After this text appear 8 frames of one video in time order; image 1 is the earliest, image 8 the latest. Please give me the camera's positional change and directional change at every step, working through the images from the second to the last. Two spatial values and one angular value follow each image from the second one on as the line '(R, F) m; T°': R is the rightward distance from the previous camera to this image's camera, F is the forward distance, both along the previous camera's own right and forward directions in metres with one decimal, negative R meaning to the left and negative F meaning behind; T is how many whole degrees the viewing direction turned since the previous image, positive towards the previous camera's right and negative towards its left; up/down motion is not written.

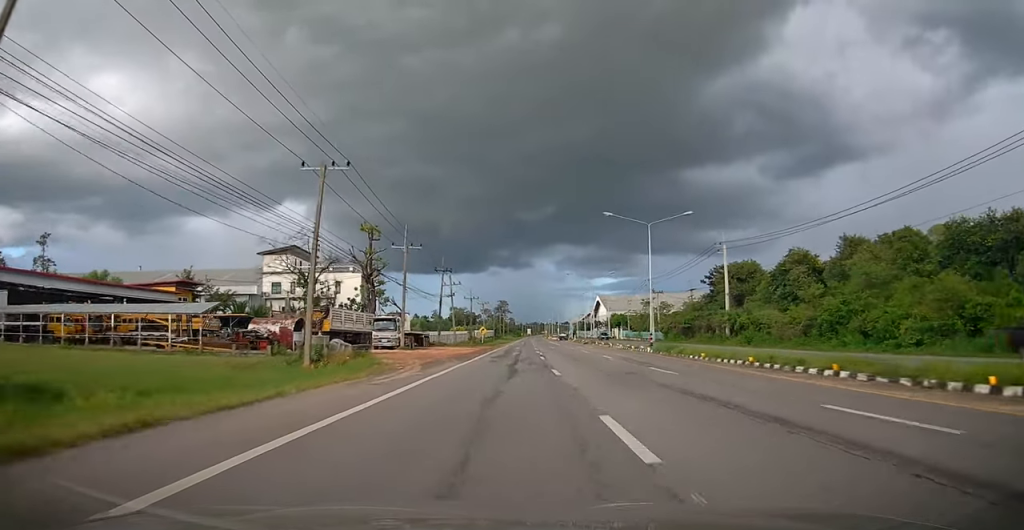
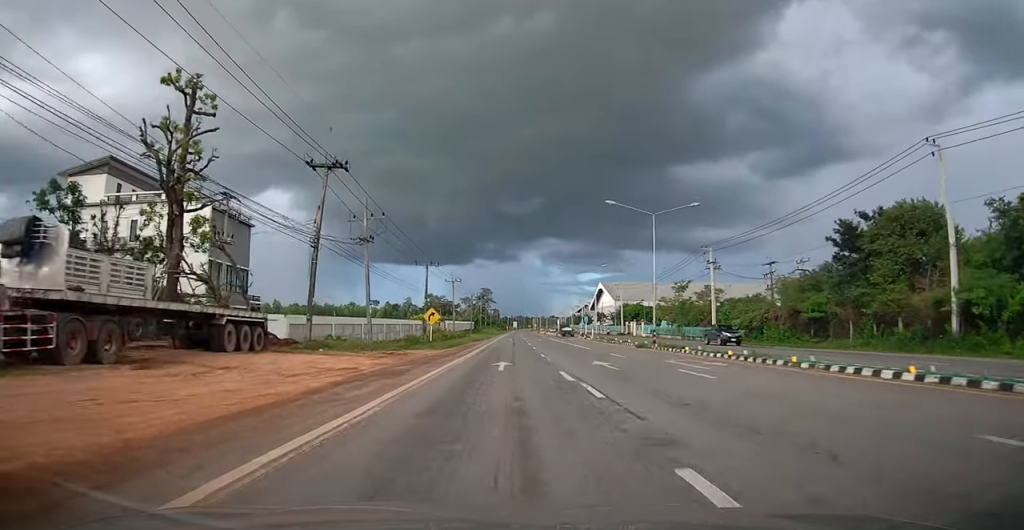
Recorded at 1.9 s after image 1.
(-0.1, +39.9) m; 0°
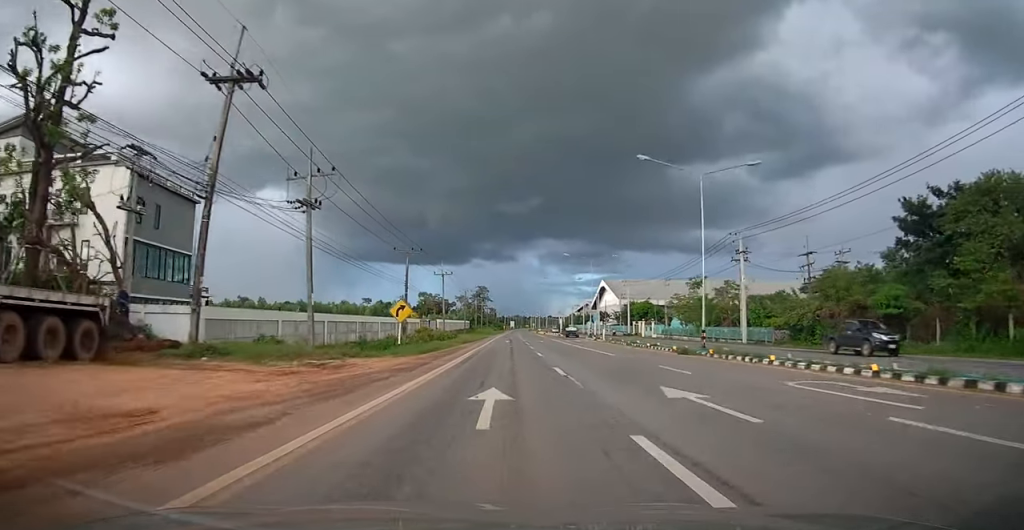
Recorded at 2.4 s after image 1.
(0.0, +10.1) m; 0°
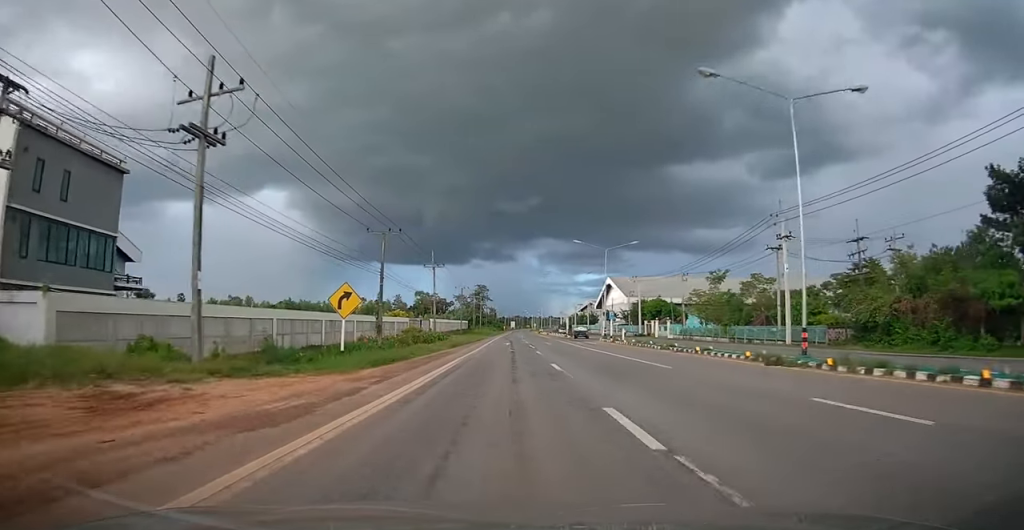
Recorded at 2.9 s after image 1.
(0.0, +9.8) m; 0°
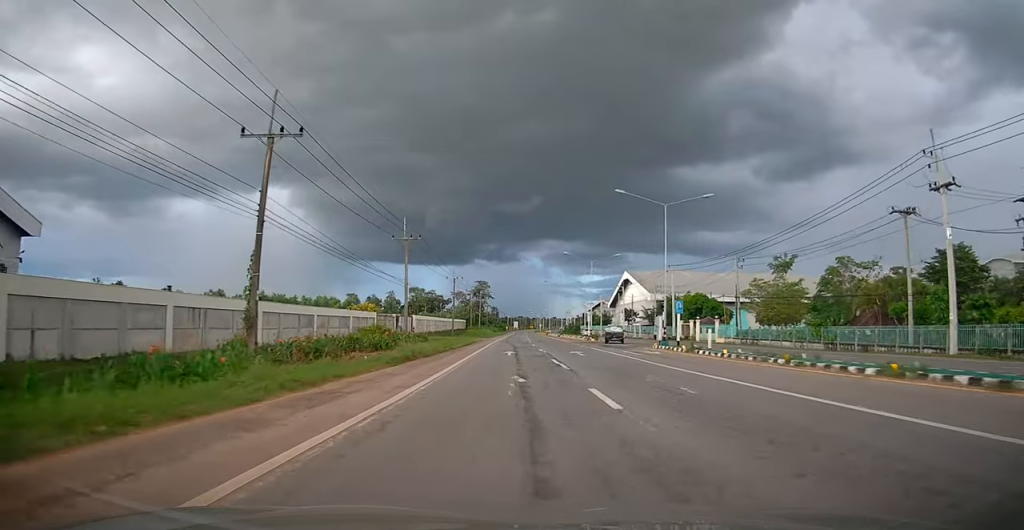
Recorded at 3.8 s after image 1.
(0.0, +20.7) m; +2°
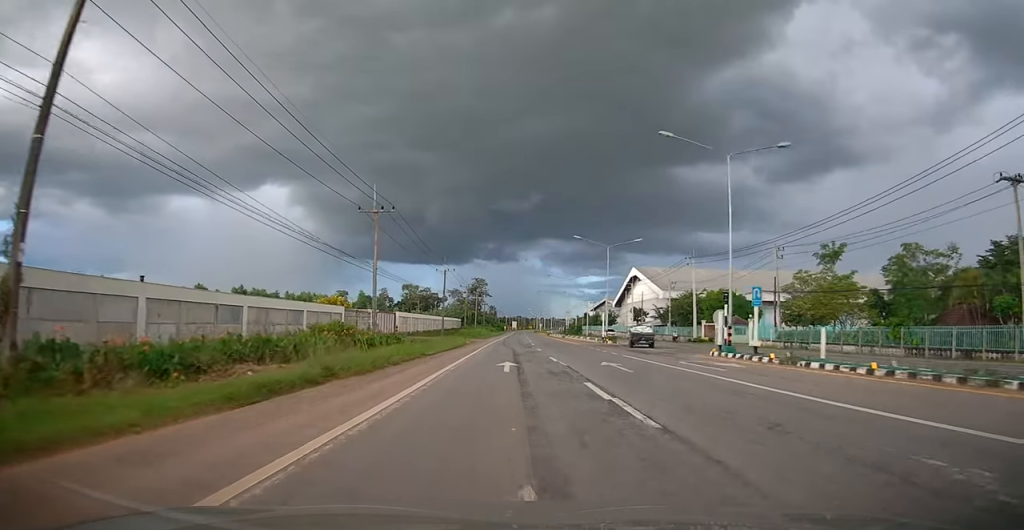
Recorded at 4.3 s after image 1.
(+0.3, +11.0) m; 0°
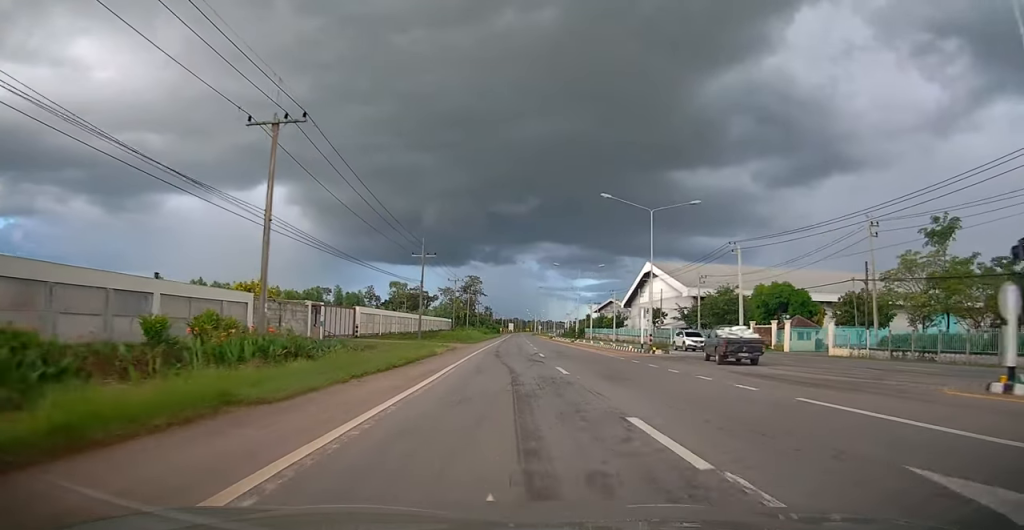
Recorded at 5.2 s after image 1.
(+0.2, +17.0) m; 0°
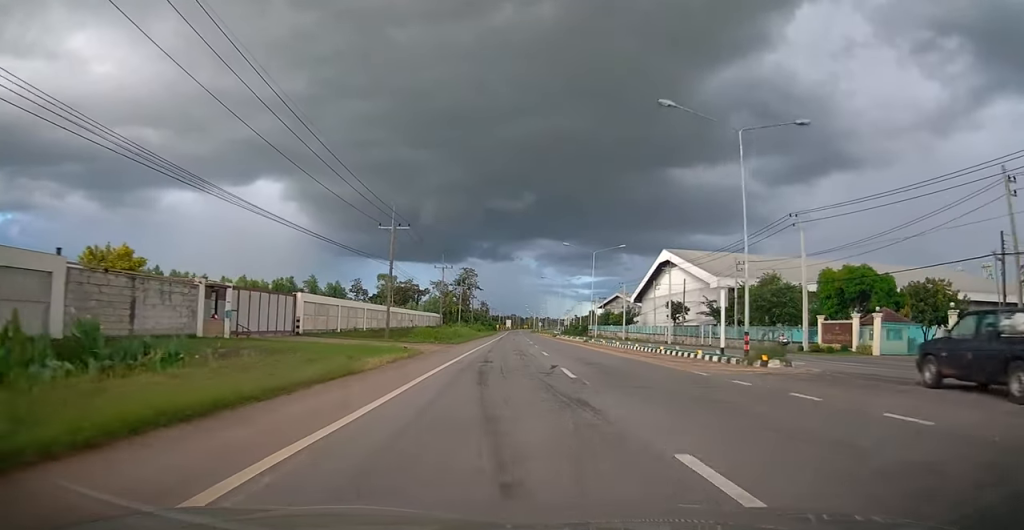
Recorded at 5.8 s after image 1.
(-0.5, +14.5) m; 0°
